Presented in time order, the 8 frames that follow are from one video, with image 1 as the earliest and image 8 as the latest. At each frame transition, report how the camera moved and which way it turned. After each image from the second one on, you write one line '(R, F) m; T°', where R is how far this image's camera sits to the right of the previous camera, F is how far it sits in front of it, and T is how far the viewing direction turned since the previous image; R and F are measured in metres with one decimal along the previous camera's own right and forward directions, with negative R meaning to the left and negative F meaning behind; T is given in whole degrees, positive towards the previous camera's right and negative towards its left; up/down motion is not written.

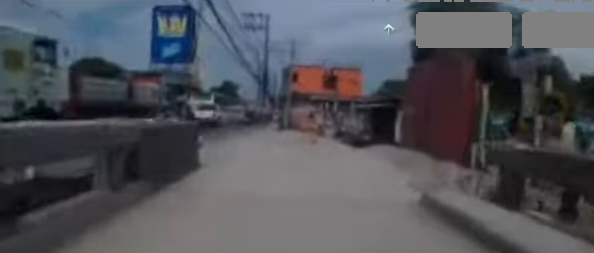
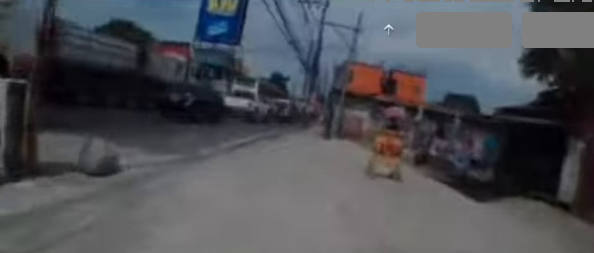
(-0.1, +7.4) m; -3°
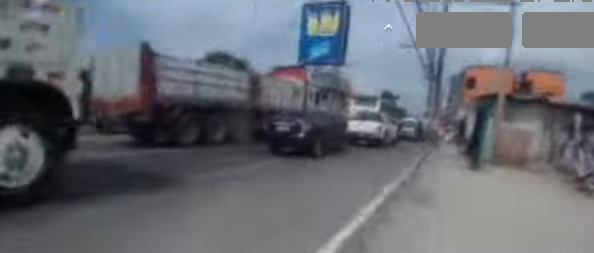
(-0.2, +6.5) m; -2°
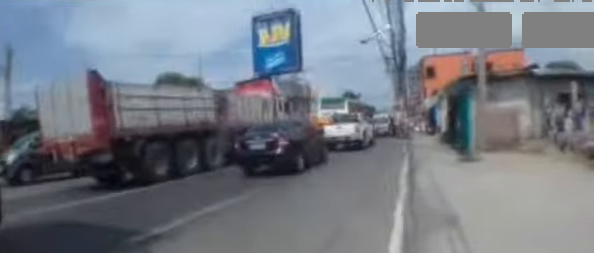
(0.0, +2.2) m; -1°
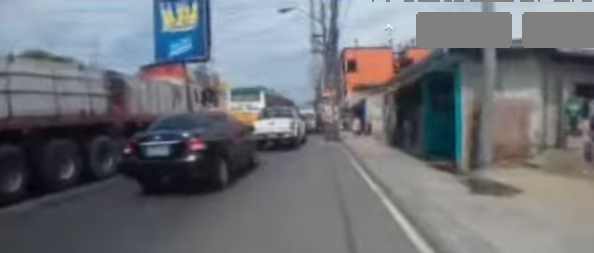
(-0.1, +5.7) m; -2°
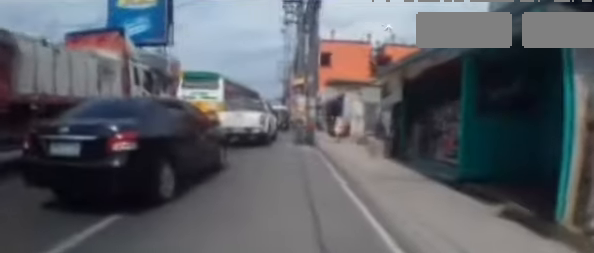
(0.0, +3.9) m; +2°
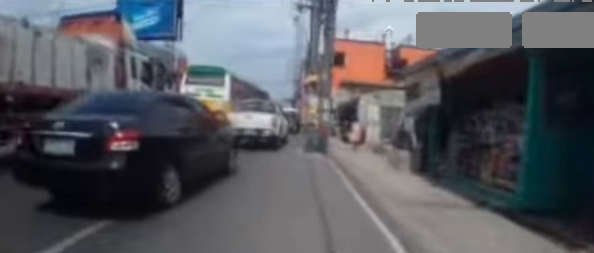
(0.0, +1.5) m; +1°
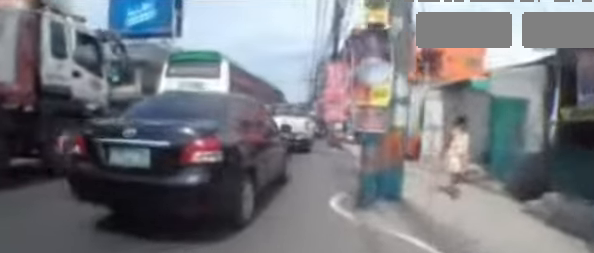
(+0.3, +5.9) m; +4°
